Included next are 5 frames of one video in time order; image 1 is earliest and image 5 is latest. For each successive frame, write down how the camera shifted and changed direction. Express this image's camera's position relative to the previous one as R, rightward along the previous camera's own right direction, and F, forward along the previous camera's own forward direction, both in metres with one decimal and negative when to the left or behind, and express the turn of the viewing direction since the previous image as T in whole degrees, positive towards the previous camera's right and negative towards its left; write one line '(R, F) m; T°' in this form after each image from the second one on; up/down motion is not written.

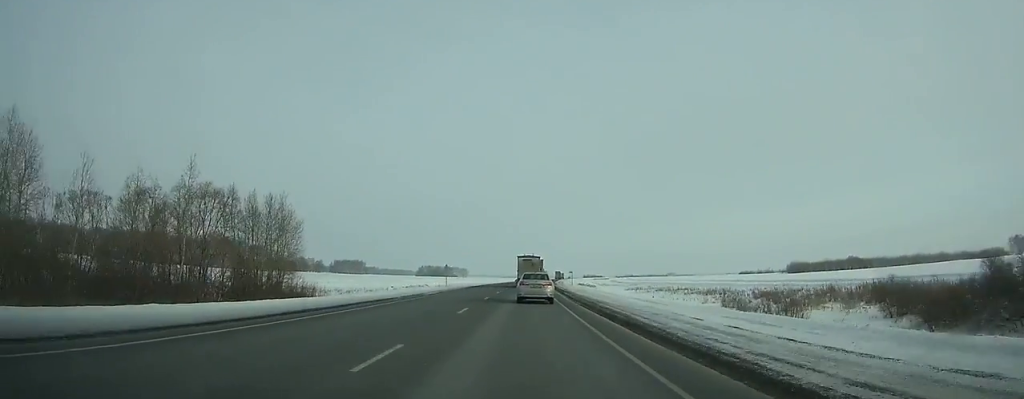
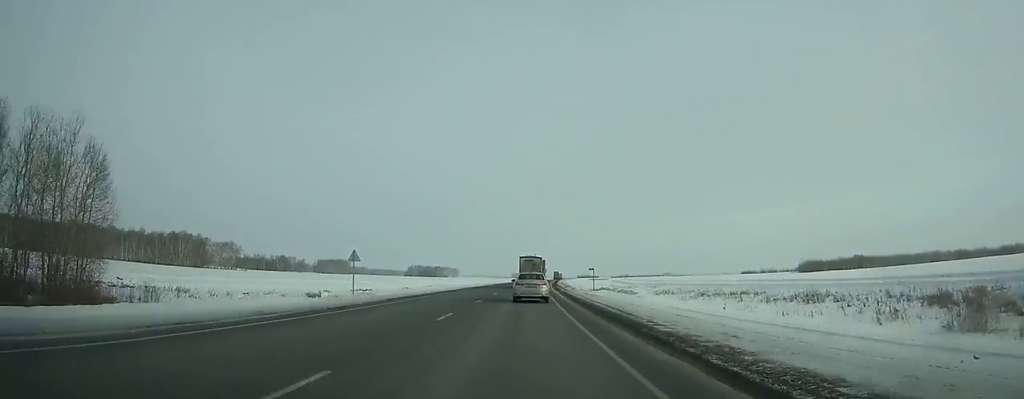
(+0.1, +39.1) m; +1°
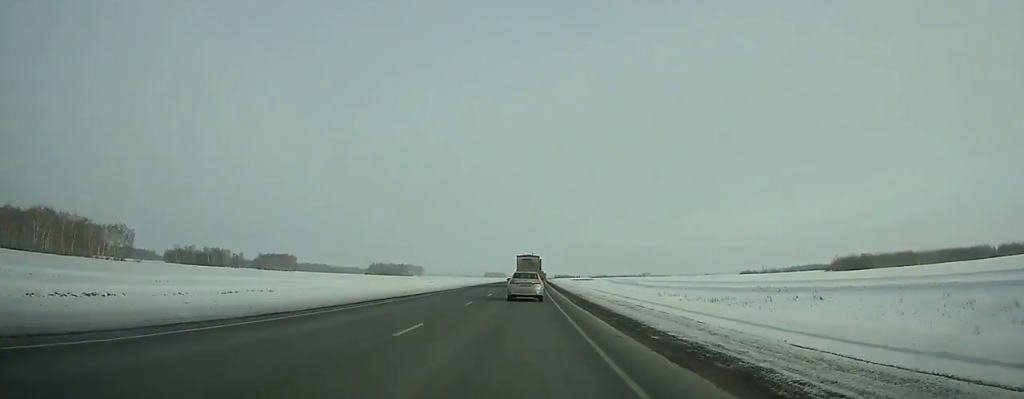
(+2.1, +102.6) m; +2°
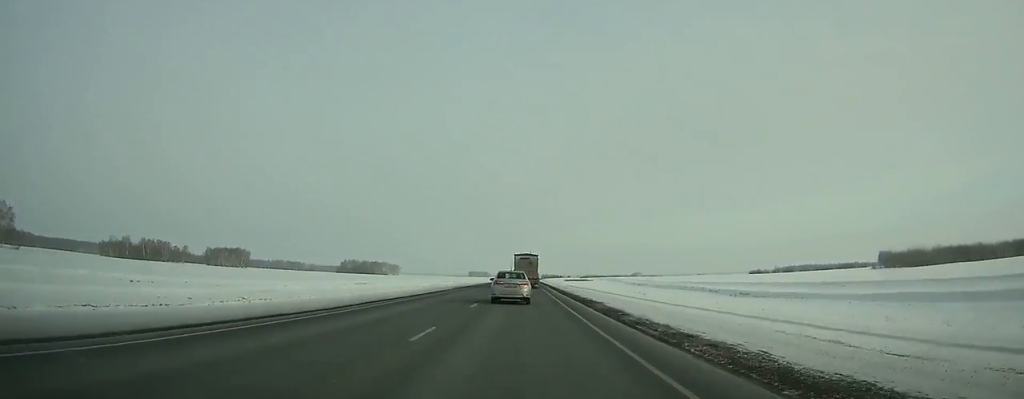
(+0.8, +84.7) m; +1°
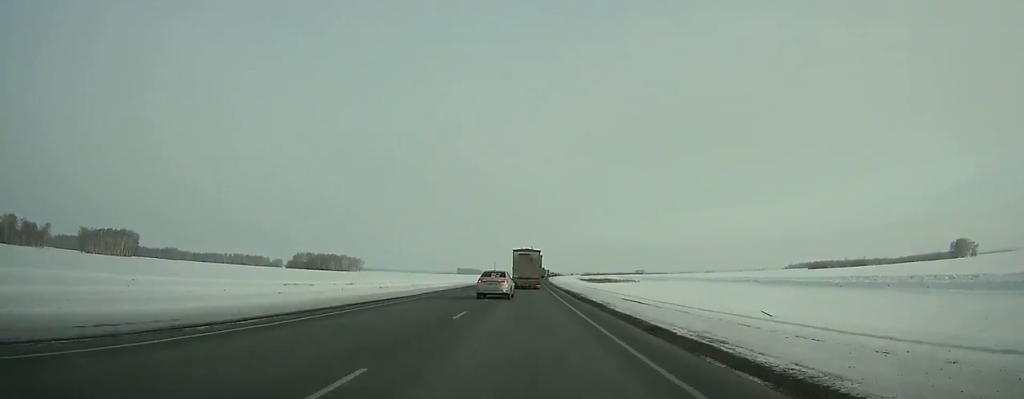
(+1.1, +173.7) m; +1°
